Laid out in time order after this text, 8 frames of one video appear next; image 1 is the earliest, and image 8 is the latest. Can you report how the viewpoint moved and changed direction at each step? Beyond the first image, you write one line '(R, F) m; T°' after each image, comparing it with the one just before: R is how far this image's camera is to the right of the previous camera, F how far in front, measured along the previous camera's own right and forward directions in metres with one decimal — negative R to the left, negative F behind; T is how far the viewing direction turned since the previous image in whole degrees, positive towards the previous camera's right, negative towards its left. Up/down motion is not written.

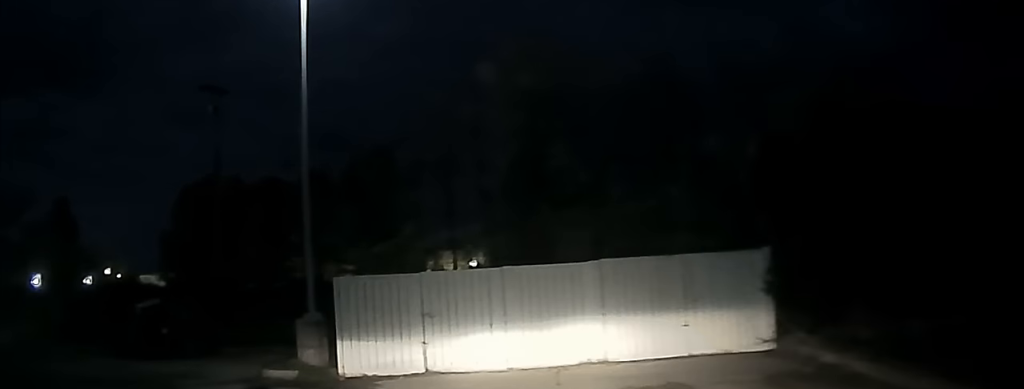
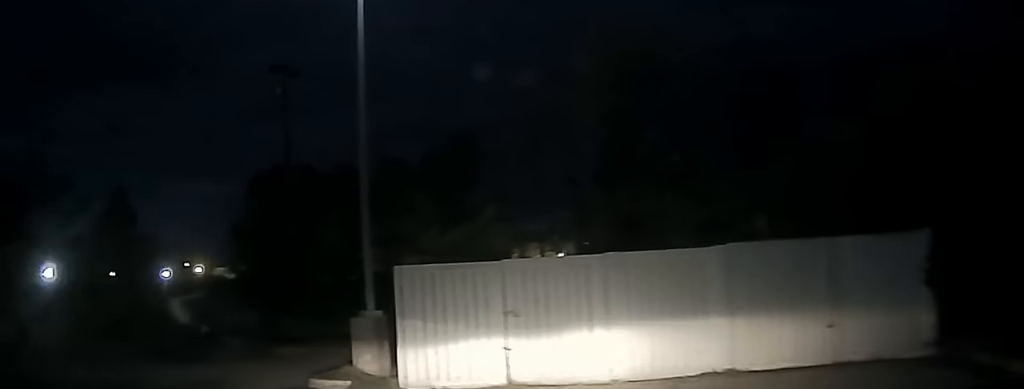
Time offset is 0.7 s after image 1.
(-0.2, +2.7) m; -8°
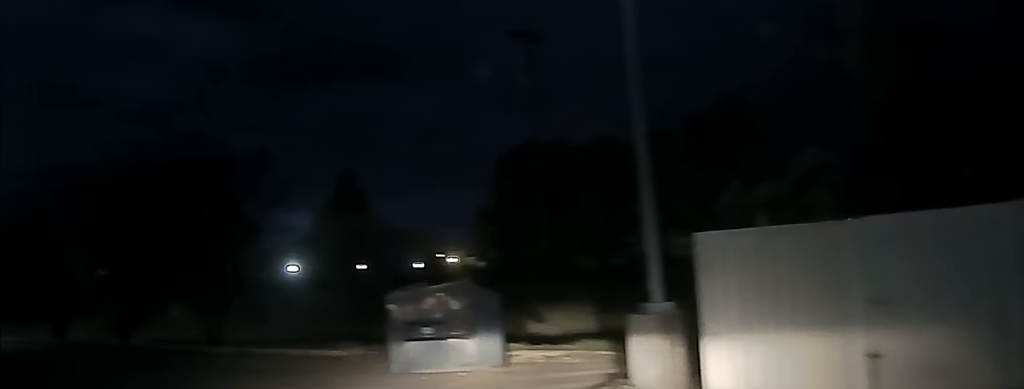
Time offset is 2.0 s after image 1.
(-0.6, +4.4) m; -18°
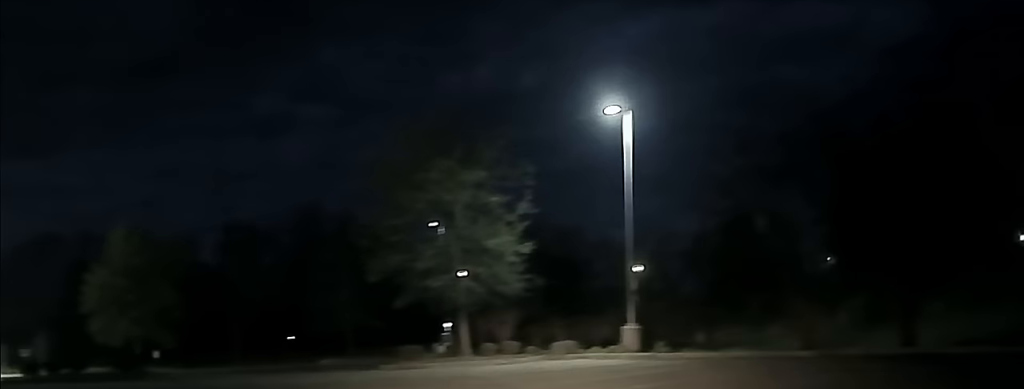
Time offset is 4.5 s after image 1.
(-3.7, +8.0) m; -43°
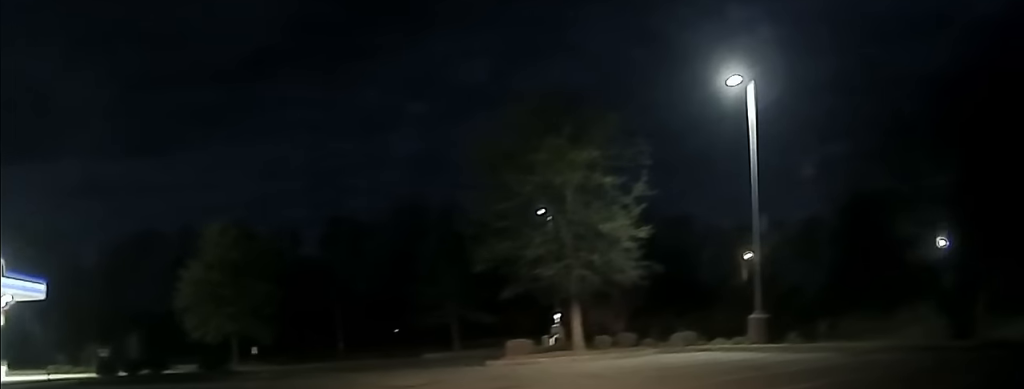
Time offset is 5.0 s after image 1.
(-0.1, +2.6) m; -8°
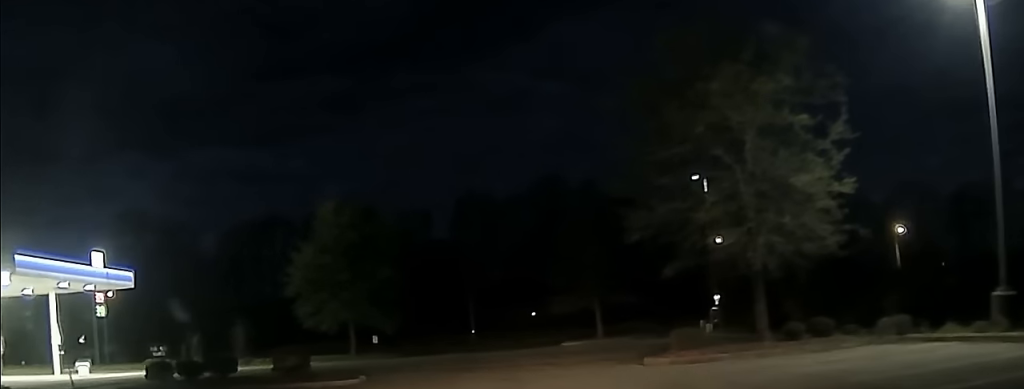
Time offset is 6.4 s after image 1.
(-0.6, +6.7) m; -4°
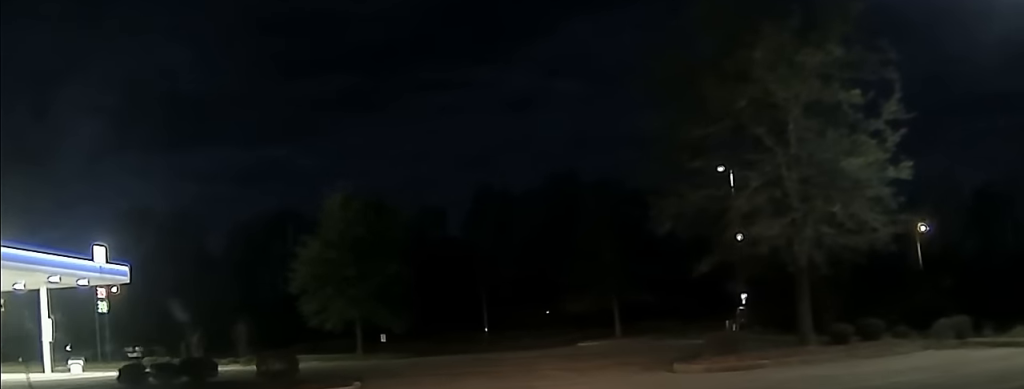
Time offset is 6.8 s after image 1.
(0.0, +2.1) m; +1°
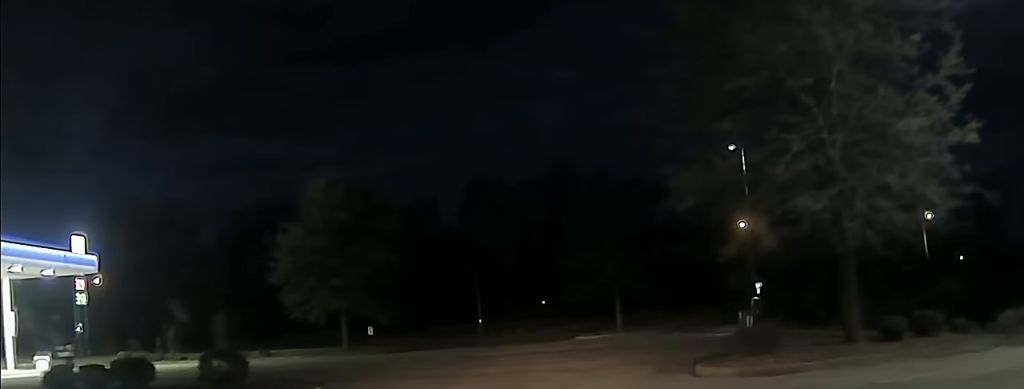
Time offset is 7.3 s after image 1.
(0.0, +3.0) m; 0°
